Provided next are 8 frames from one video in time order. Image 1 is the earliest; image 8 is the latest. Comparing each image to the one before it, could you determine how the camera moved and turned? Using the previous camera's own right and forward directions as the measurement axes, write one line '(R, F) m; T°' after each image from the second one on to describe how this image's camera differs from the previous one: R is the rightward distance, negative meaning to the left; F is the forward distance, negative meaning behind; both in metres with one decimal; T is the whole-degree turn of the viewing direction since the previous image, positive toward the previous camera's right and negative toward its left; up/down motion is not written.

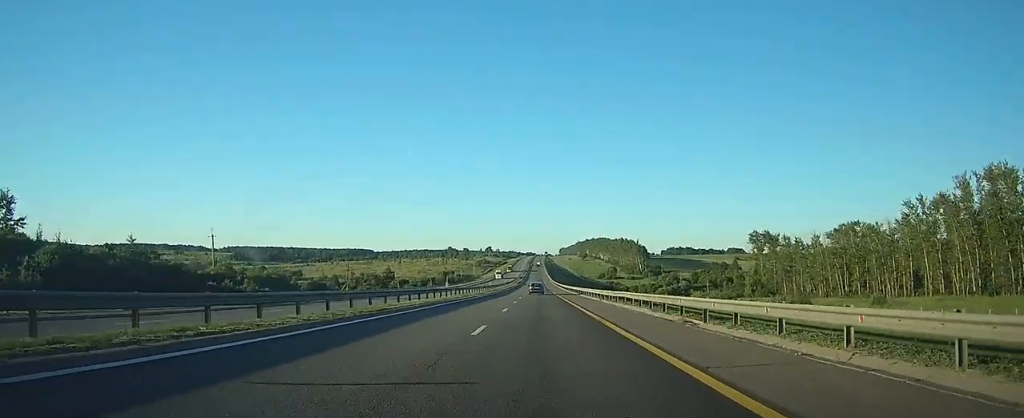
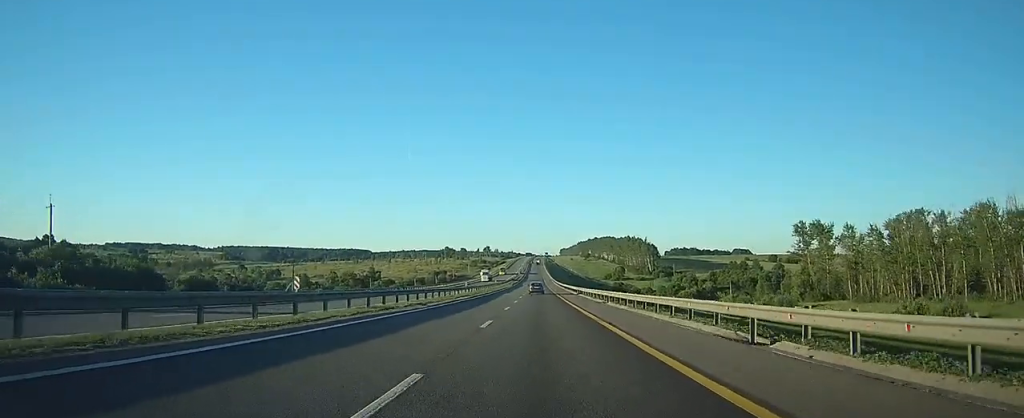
(0.0, +32.9) m; 0°
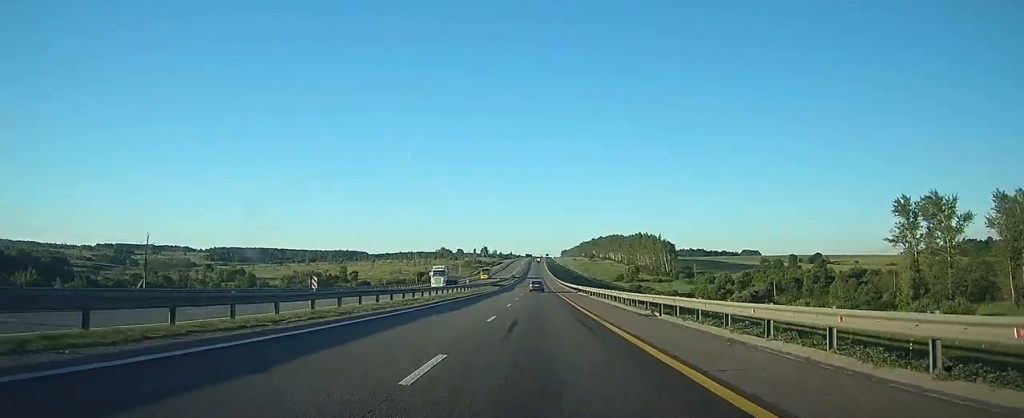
(-0.1, +45.8) m; 0°
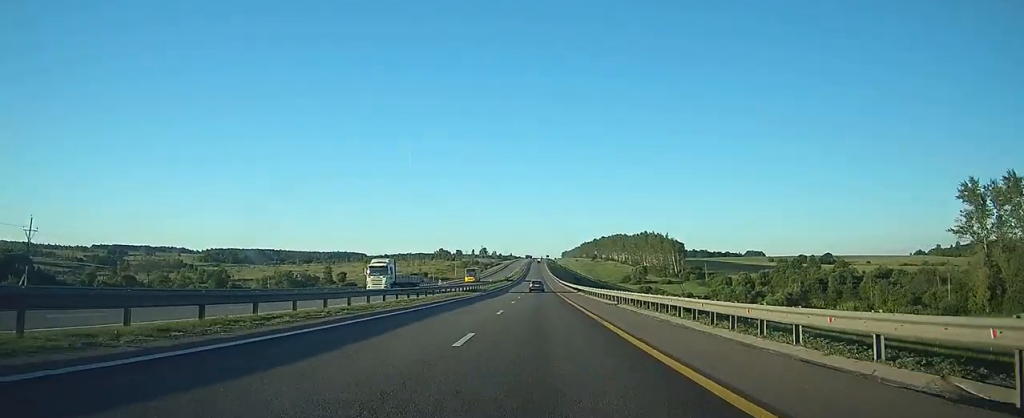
(0.0, +19.6) m; 0°
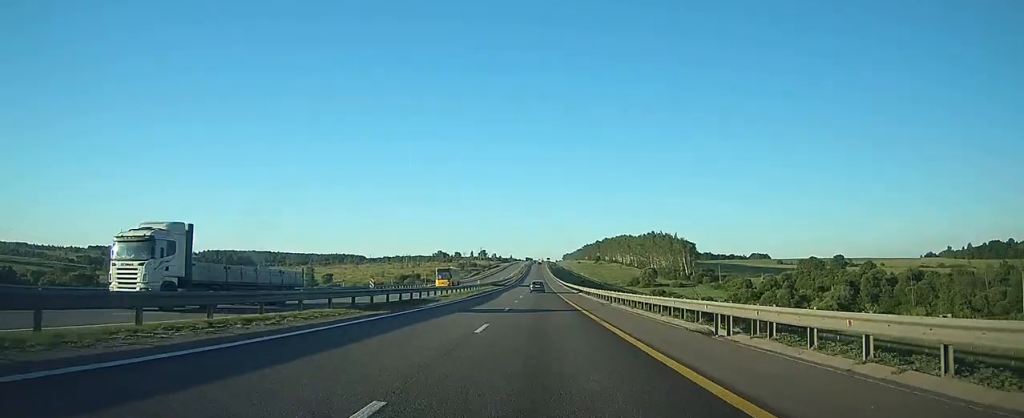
(0.0, +20.6) m; 0°
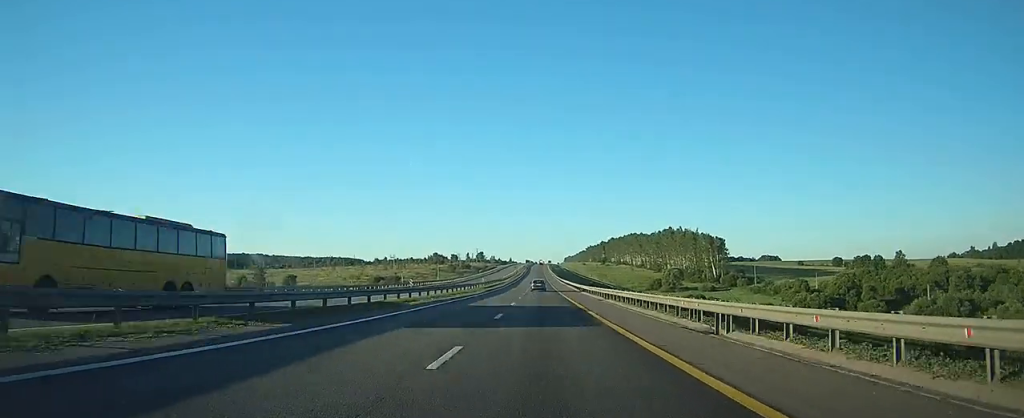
(+0.1, +43.0) m; 0°
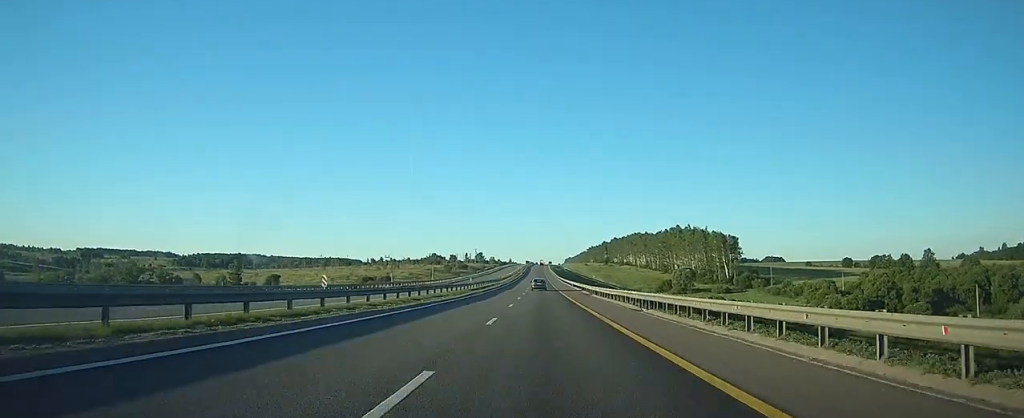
(0.0, +15.6) m; 0°
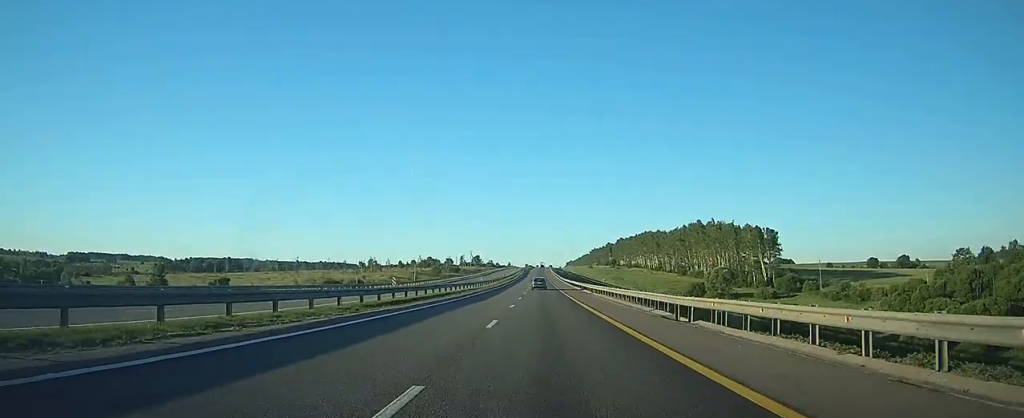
(0.0, +37.7) m; 0°
